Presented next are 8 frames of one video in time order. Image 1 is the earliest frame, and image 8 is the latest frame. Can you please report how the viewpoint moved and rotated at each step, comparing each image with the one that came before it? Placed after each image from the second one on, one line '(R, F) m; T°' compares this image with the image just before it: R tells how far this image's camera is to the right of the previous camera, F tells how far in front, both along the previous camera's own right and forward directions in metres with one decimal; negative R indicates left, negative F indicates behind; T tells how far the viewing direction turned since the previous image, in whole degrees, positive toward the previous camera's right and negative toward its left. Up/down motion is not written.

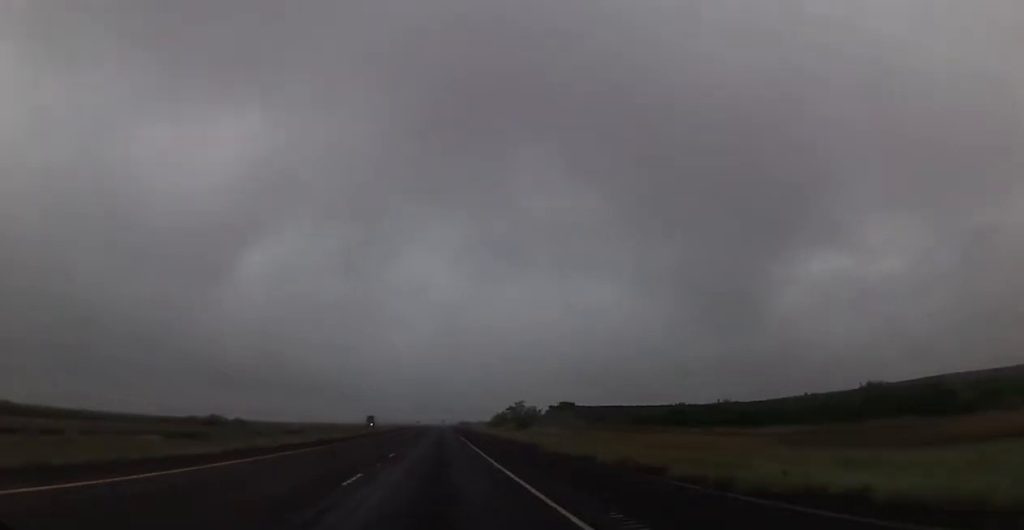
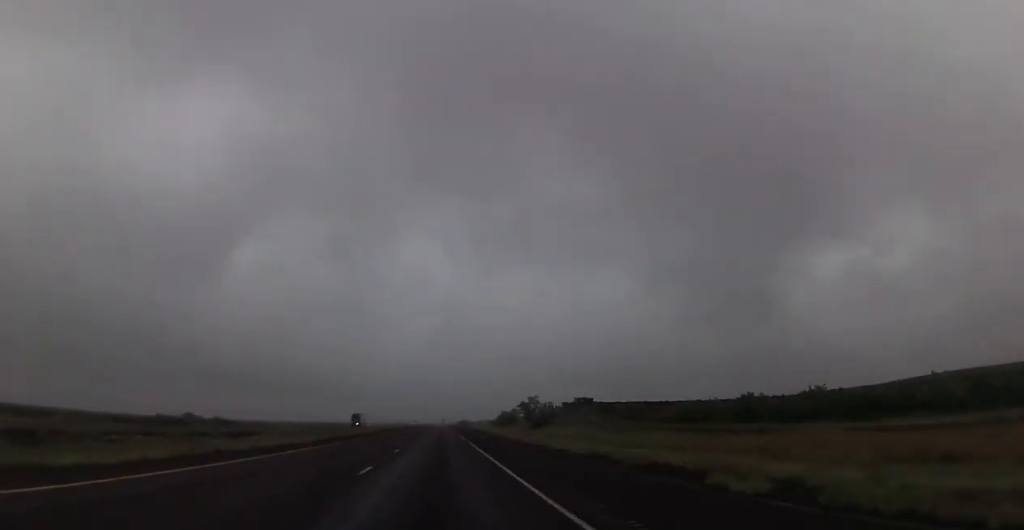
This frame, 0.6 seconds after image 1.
(-0.1, +21.8) m; 0°
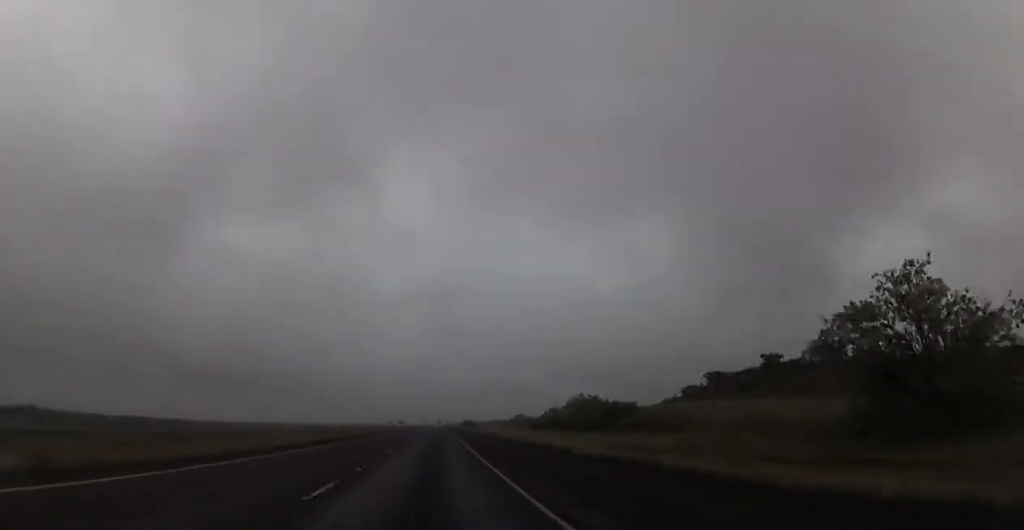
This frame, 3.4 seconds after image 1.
(+0.4, +103.0) m; +1°
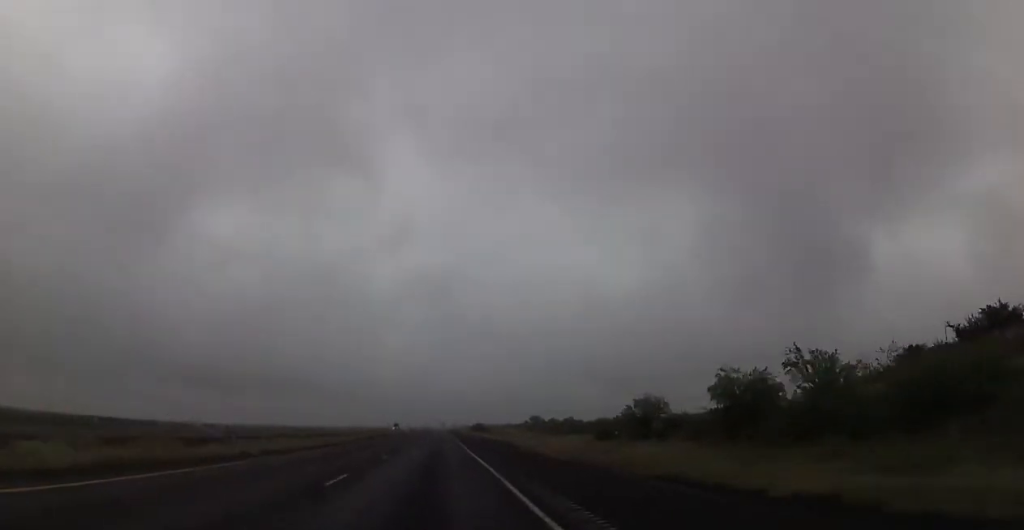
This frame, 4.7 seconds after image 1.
(+0.5, +46.0) m; 0°
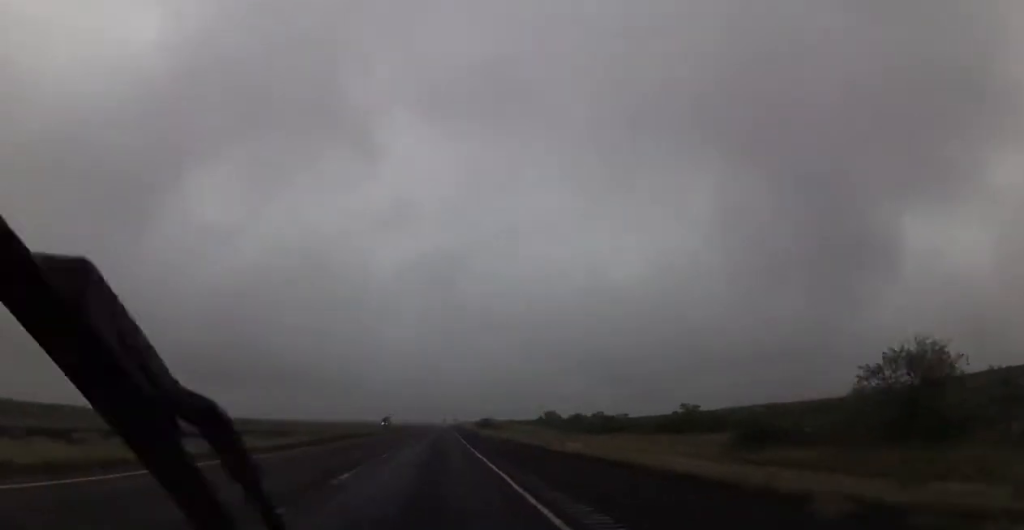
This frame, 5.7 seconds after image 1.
(-0.6, +36.3) m; -1°
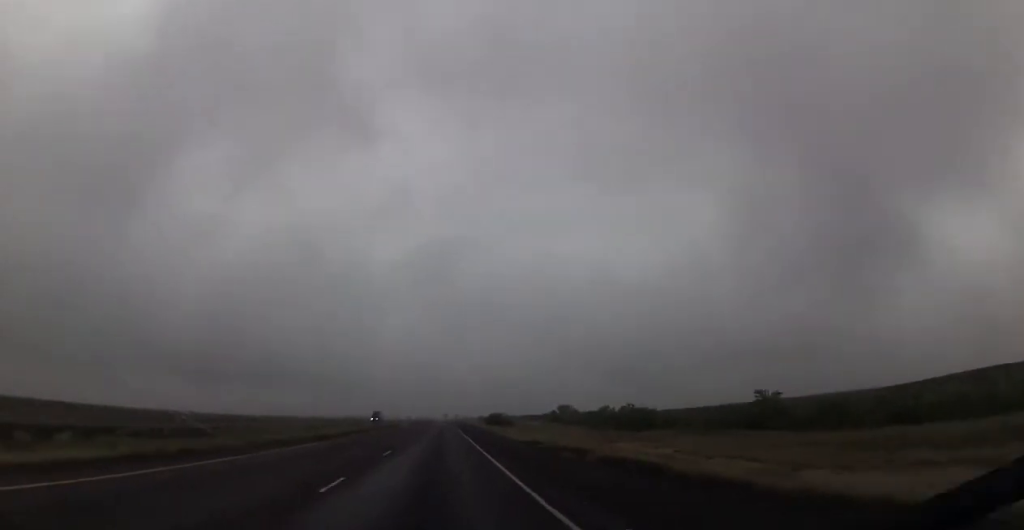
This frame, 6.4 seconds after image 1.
(+0.1, +26.7) m; -1°
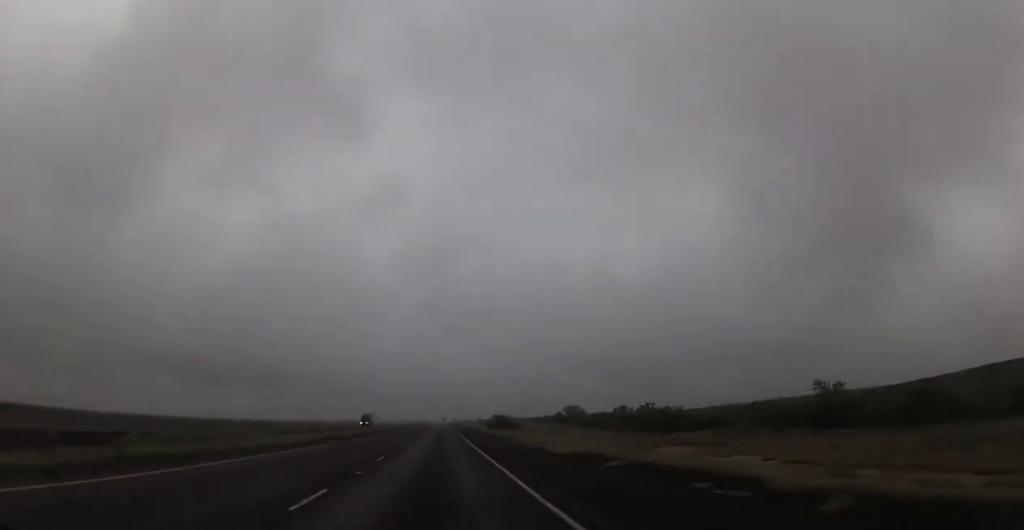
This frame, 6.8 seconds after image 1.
(-0.2, +14.6) m; 0°
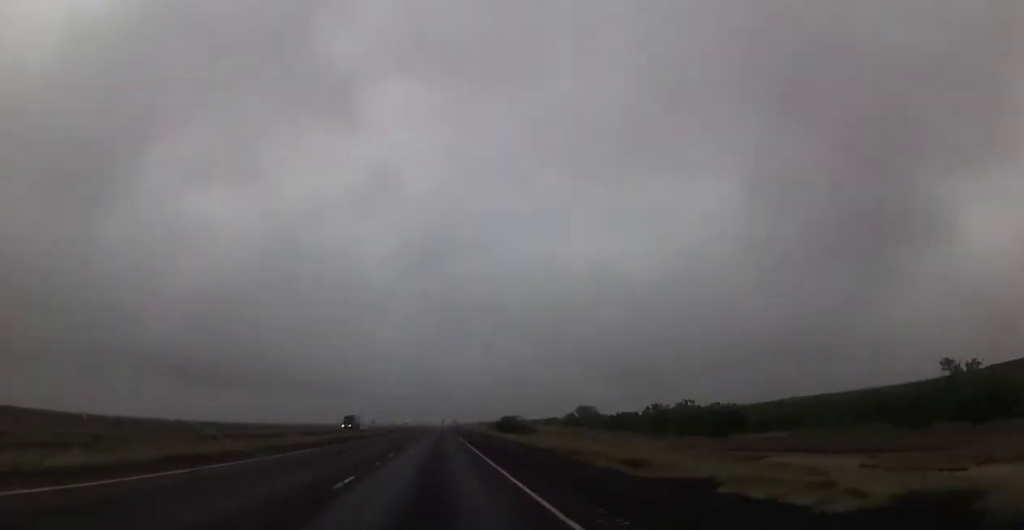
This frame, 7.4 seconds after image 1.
(-0.3, +20.6) m; 0°
